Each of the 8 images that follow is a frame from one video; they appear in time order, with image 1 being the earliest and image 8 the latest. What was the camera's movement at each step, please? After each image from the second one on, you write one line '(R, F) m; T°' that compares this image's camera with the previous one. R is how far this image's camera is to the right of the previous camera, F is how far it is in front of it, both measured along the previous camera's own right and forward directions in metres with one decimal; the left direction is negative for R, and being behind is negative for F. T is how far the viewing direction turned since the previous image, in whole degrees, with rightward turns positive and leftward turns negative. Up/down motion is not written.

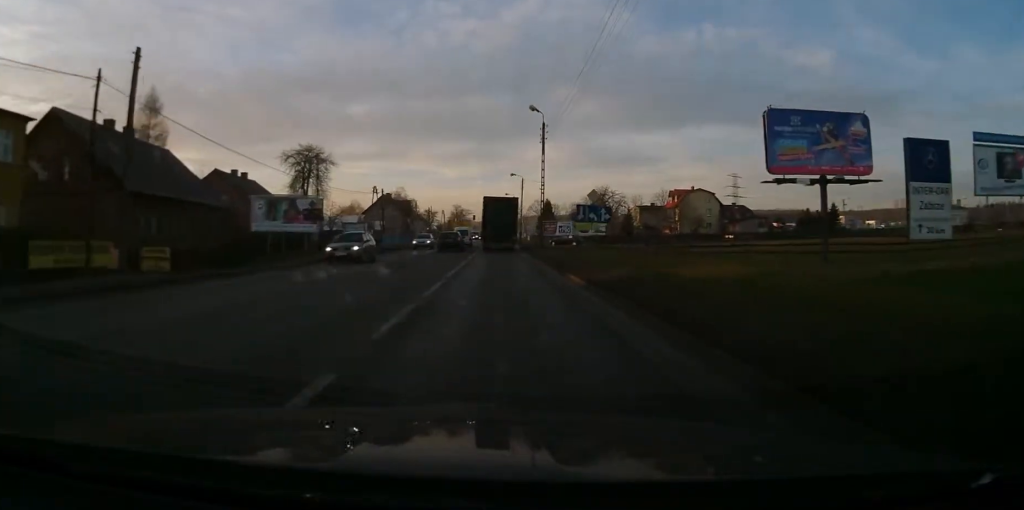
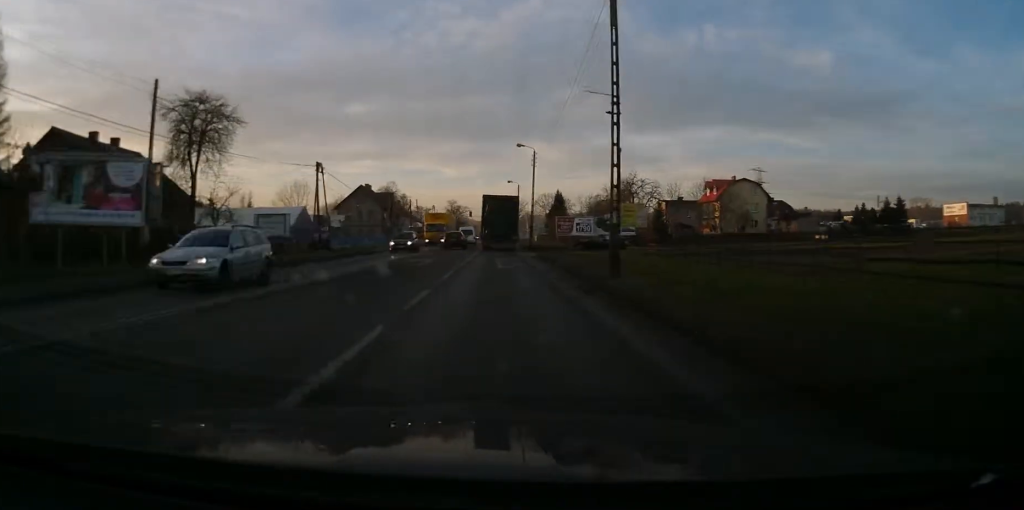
(+0.1, +25.8) m; 0°
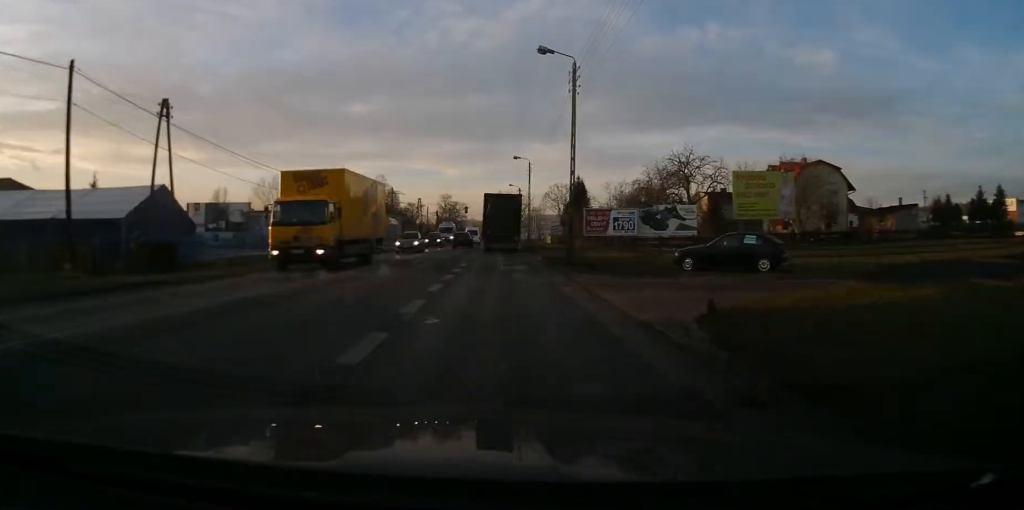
(-0.1, +28.3) m; 0°
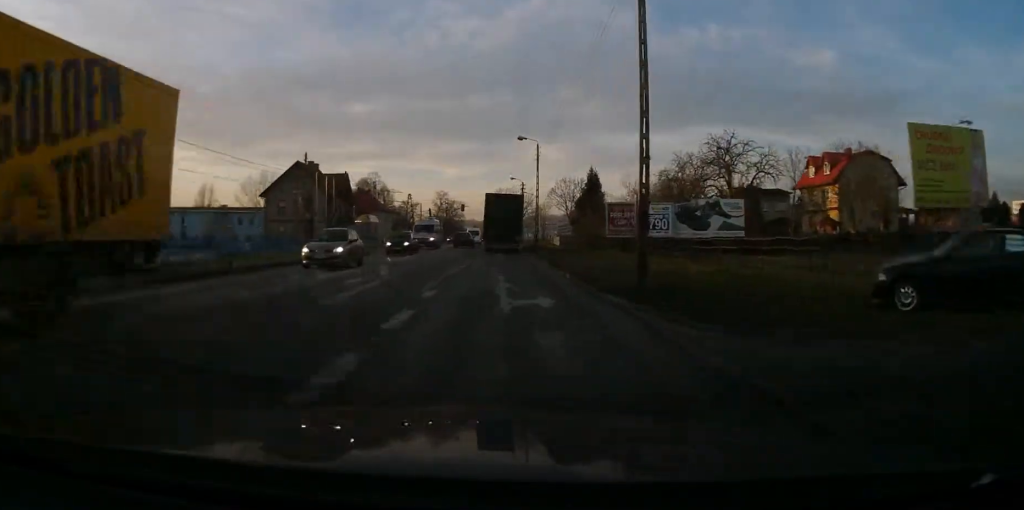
(+0.1, +12.9) m; -1°
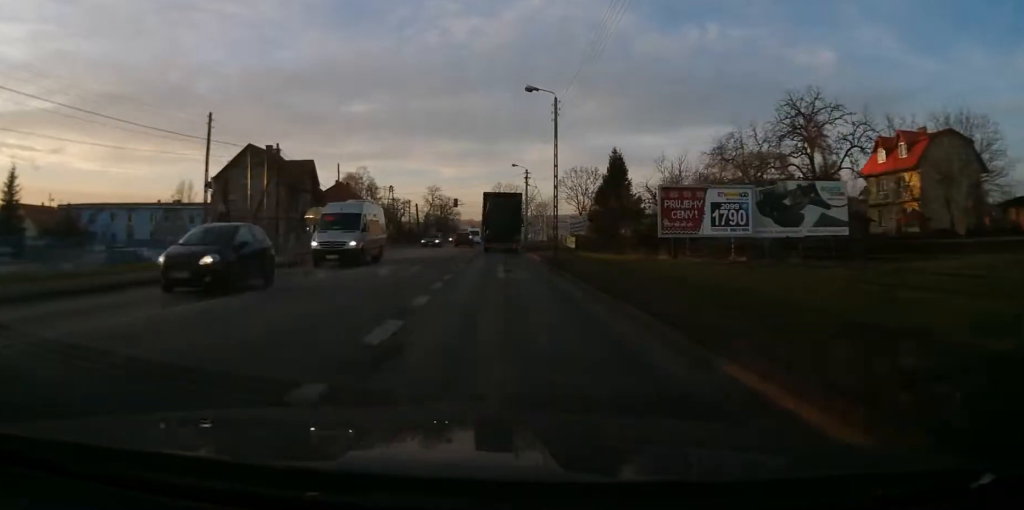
(-0.4, +16.7) m; -1°
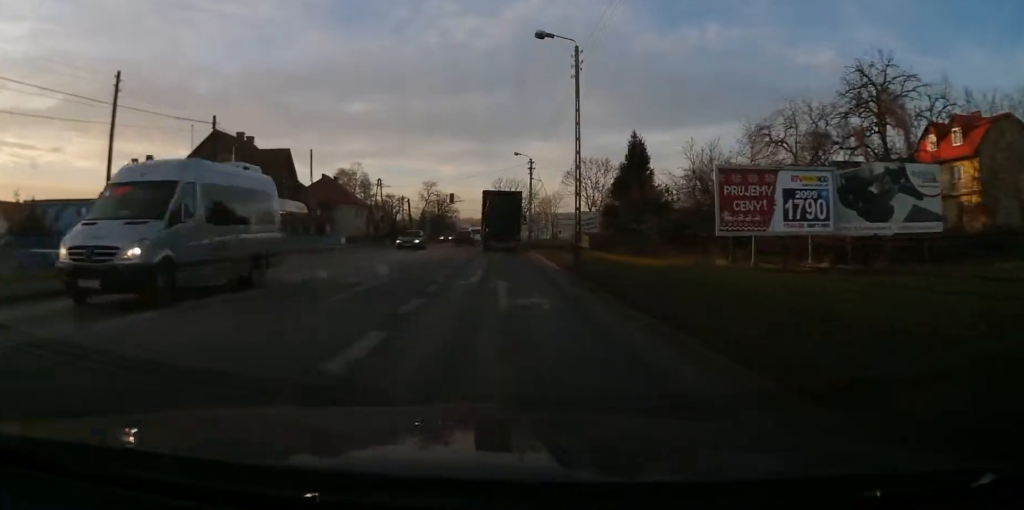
(0.0, +9.0) m; +1°
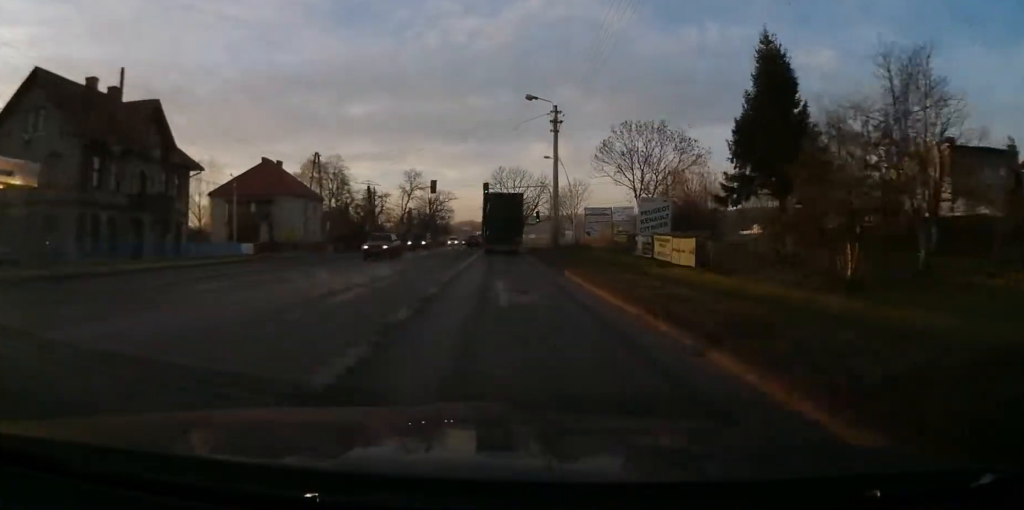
(+0.5, +27.7) m; +3°
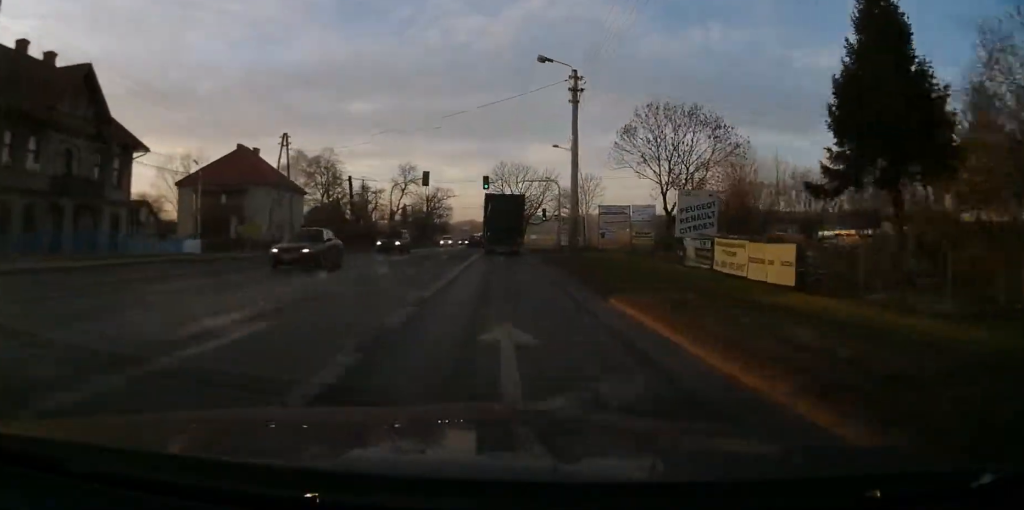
(+0.1, +8.5) m; 0°
